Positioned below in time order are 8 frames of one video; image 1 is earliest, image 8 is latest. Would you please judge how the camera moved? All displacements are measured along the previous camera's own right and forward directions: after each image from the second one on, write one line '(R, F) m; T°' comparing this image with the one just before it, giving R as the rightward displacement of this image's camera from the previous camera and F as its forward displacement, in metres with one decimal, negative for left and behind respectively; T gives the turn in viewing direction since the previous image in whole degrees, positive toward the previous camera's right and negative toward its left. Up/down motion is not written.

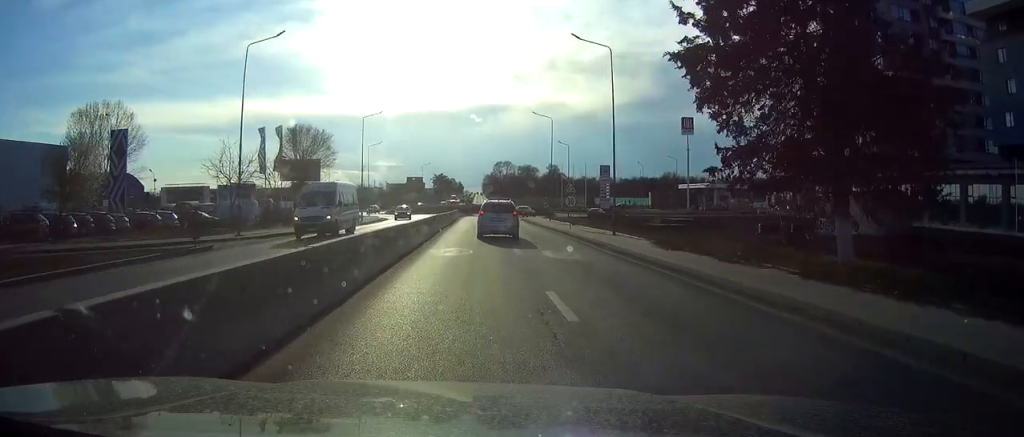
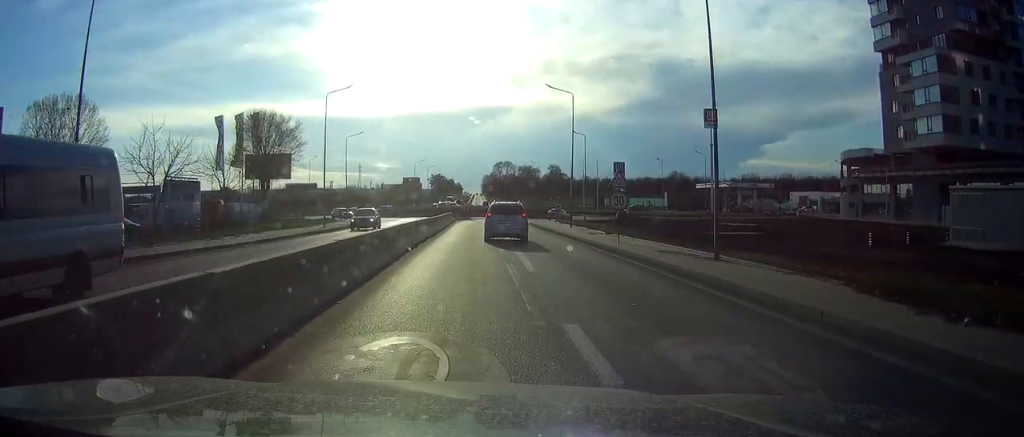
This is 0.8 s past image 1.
(0.0, +15.6) m; 0°
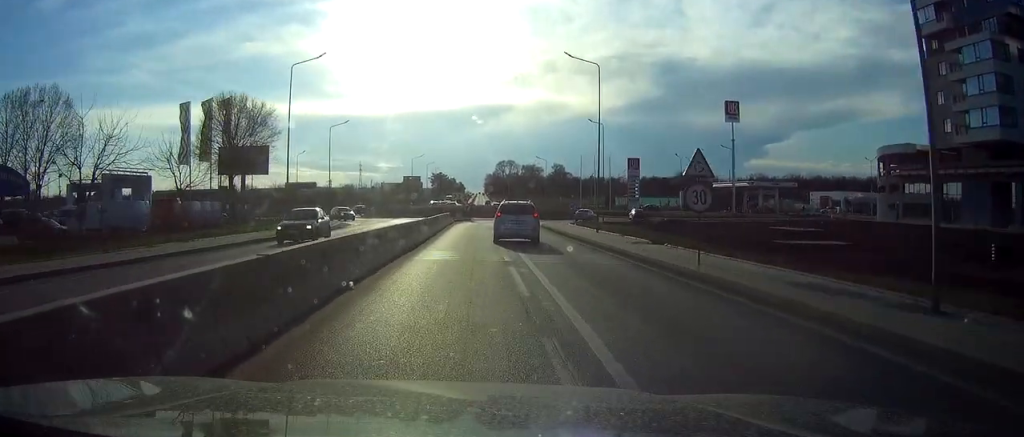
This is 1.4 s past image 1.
(+0.1, +10.4) m; 0°
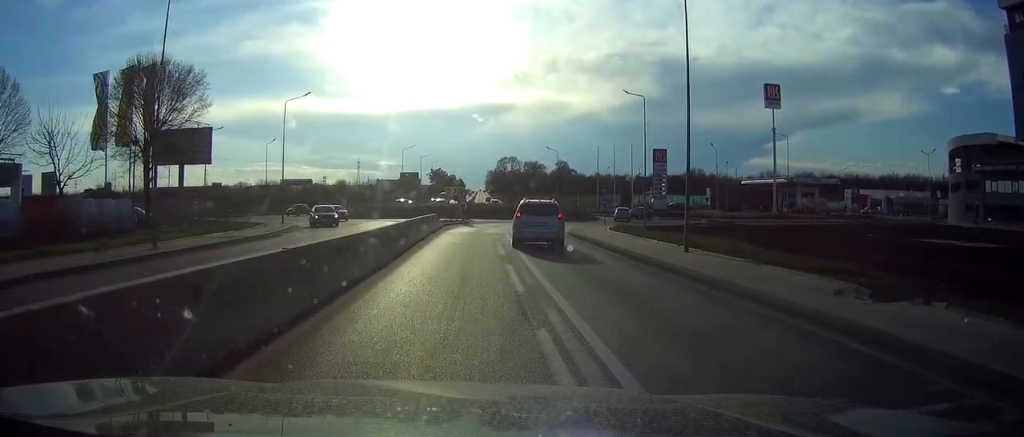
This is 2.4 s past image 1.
(-0.1, +17.2) m; 0°
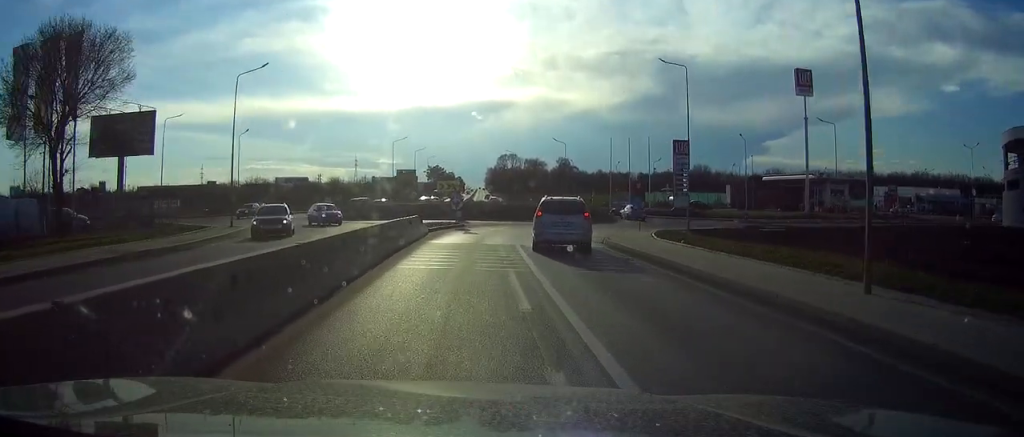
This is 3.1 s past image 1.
(0.0, +11.2) m; 0°
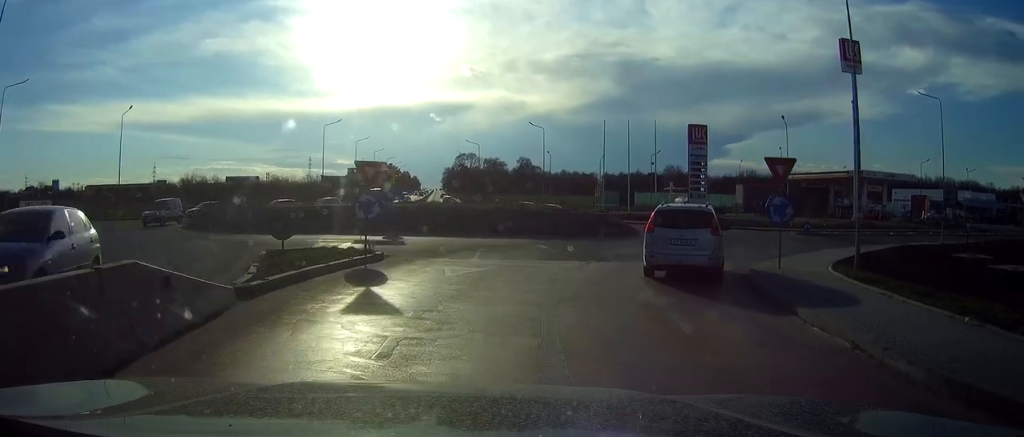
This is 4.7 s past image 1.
(+0.4, +22.8) m; +4°
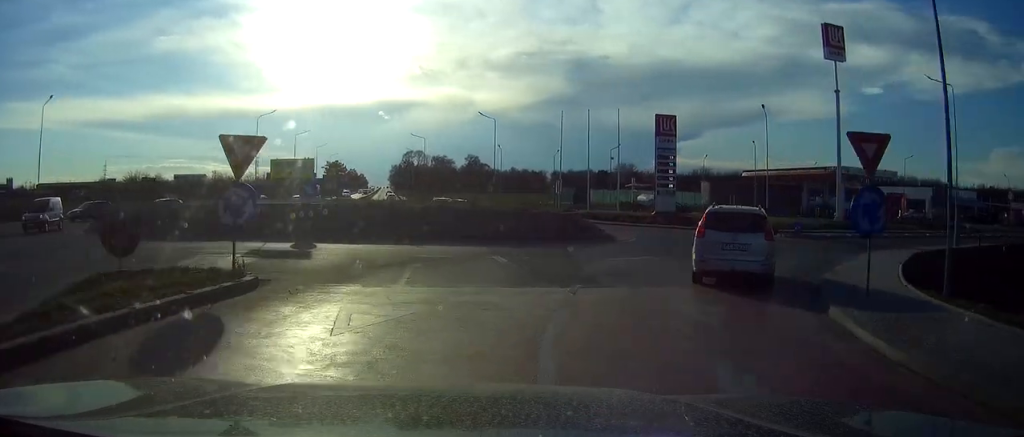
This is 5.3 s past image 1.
(0.0, +6.8) m; +3°
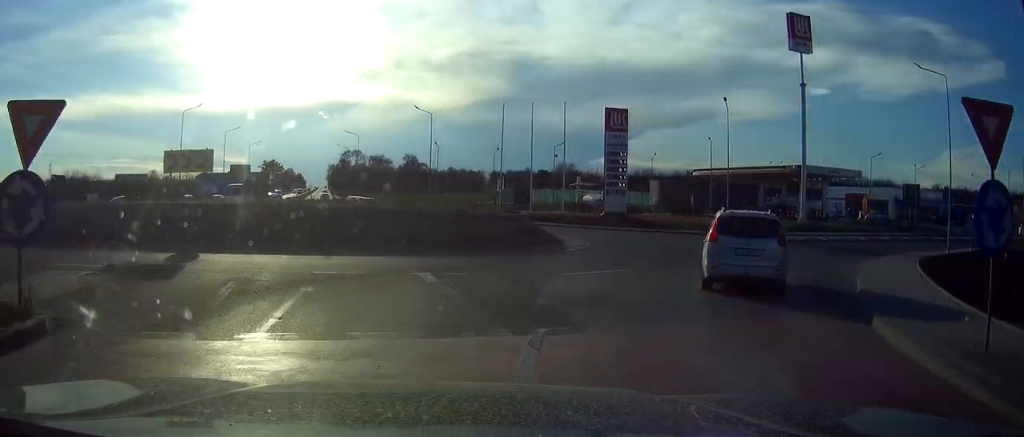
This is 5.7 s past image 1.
(+0.3, +4.7) m; +5°
